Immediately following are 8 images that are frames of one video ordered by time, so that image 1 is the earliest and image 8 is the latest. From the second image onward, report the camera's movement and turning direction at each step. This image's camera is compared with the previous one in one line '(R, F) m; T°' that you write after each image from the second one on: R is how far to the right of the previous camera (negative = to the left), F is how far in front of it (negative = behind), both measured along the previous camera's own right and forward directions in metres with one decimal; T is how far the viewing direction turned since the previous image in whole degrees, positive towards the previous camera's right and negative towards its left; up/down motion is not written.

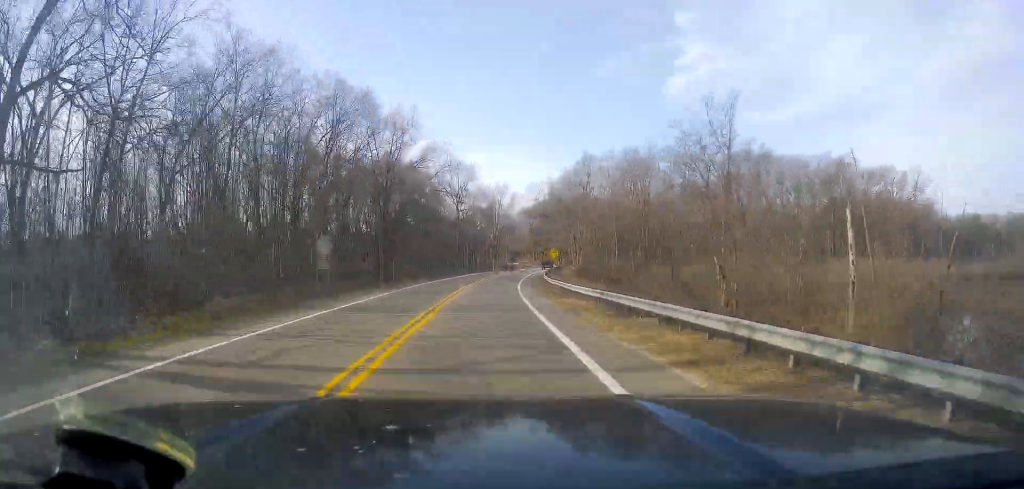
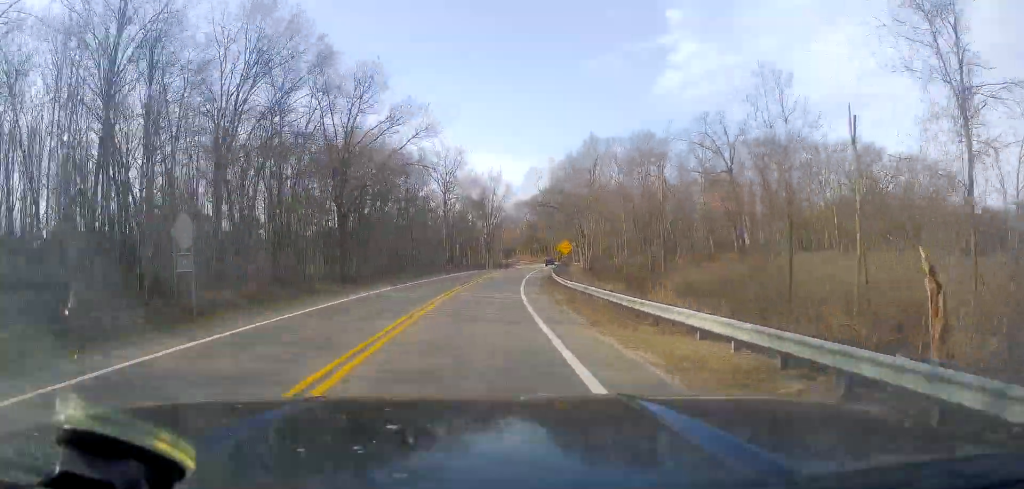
(-0.8, +15.3) m; 0°
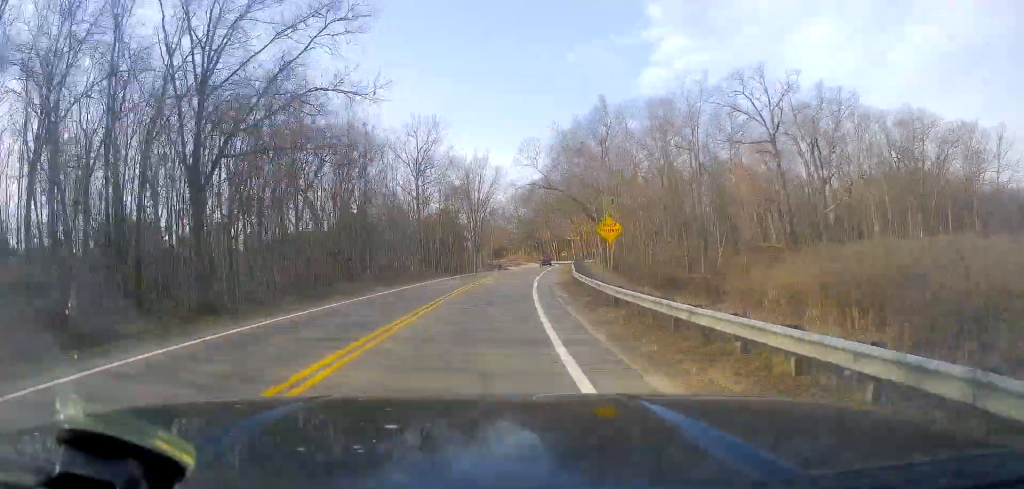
(+0.2, +22.2) m; +2°
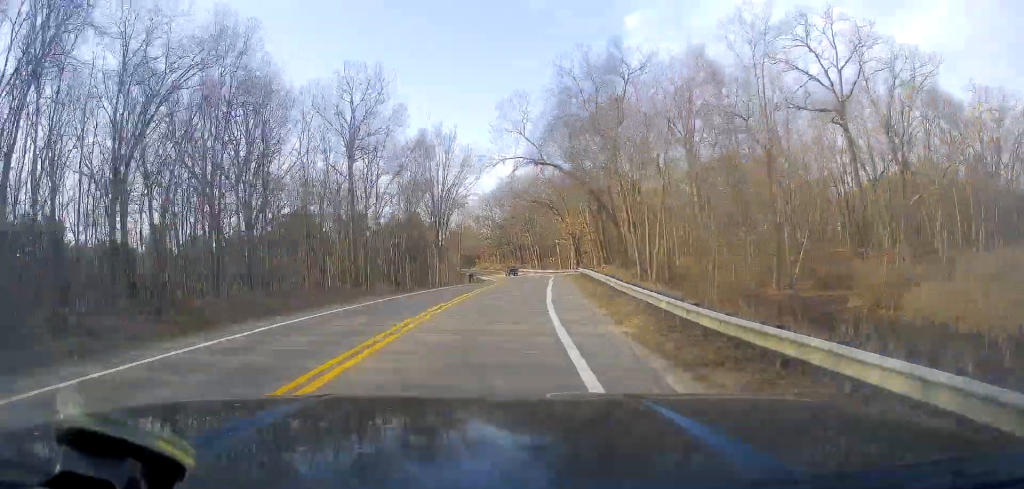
(+0.8, +24.9) m; +3°
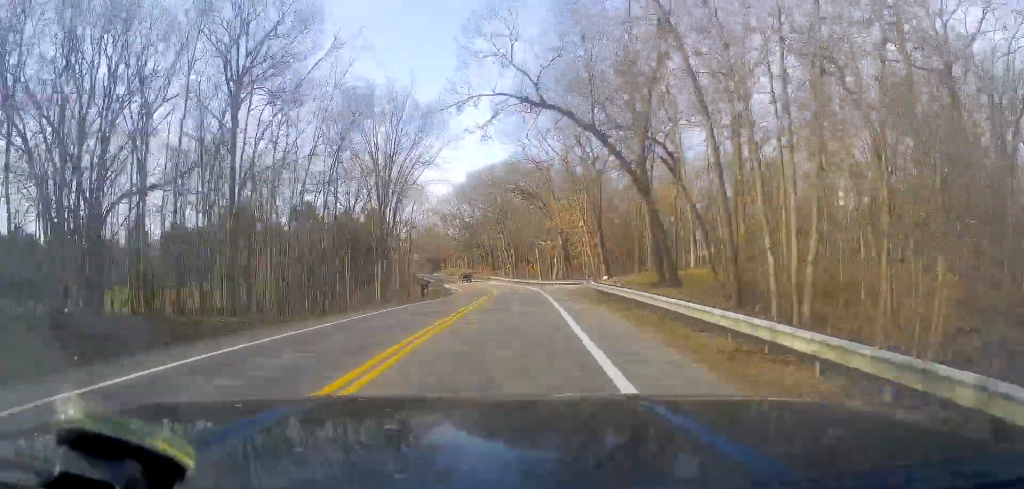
(+0.5, +21.6) m; +2°
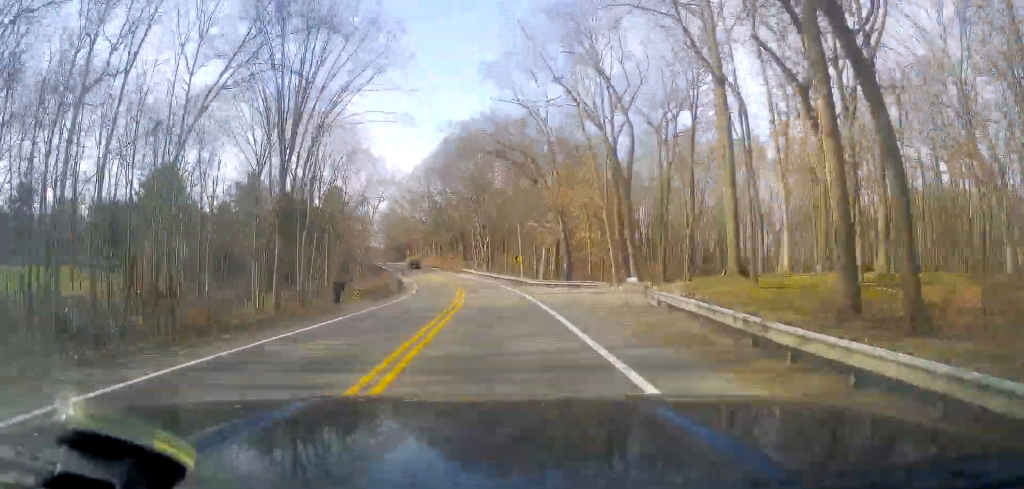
(+0.4, +22.5) m; +1°
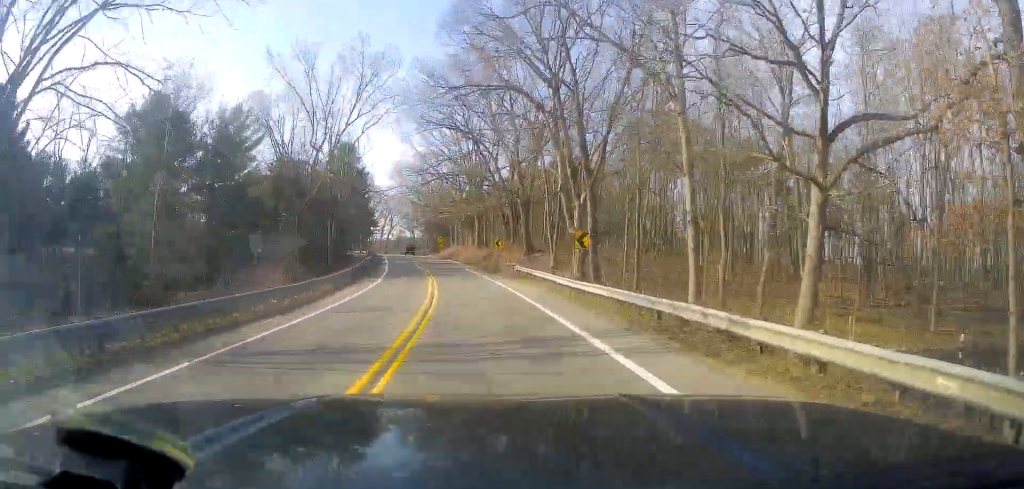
(-0.4, +58.3) m; +1°
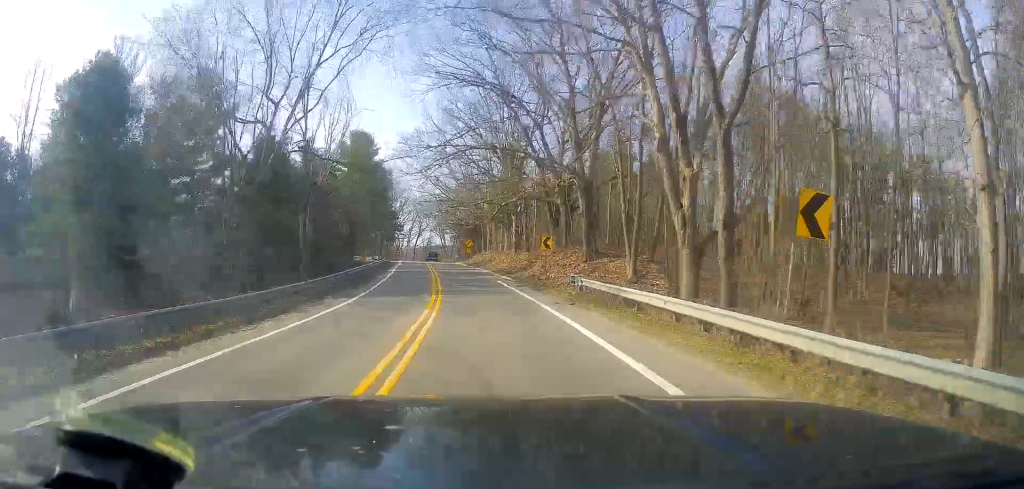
(+0.3, +17.4) m; -4°
